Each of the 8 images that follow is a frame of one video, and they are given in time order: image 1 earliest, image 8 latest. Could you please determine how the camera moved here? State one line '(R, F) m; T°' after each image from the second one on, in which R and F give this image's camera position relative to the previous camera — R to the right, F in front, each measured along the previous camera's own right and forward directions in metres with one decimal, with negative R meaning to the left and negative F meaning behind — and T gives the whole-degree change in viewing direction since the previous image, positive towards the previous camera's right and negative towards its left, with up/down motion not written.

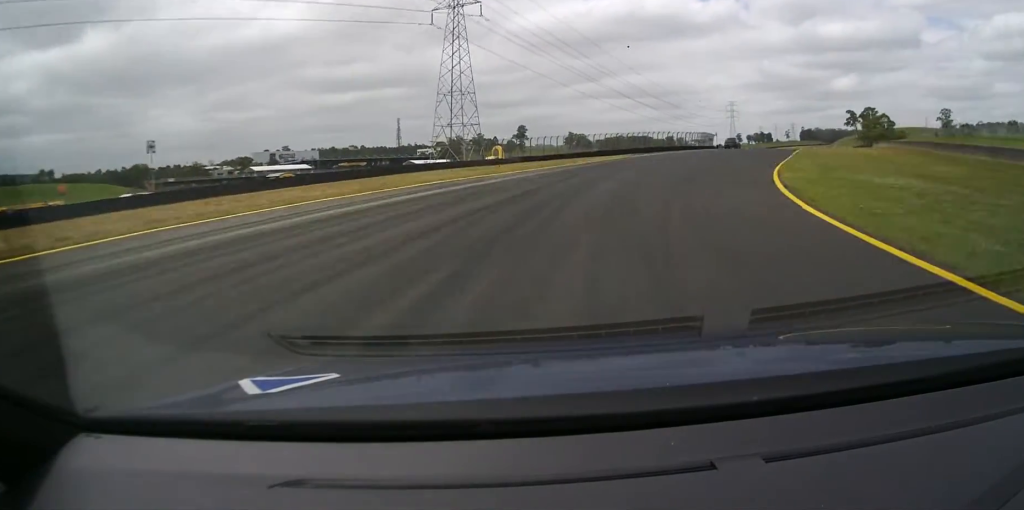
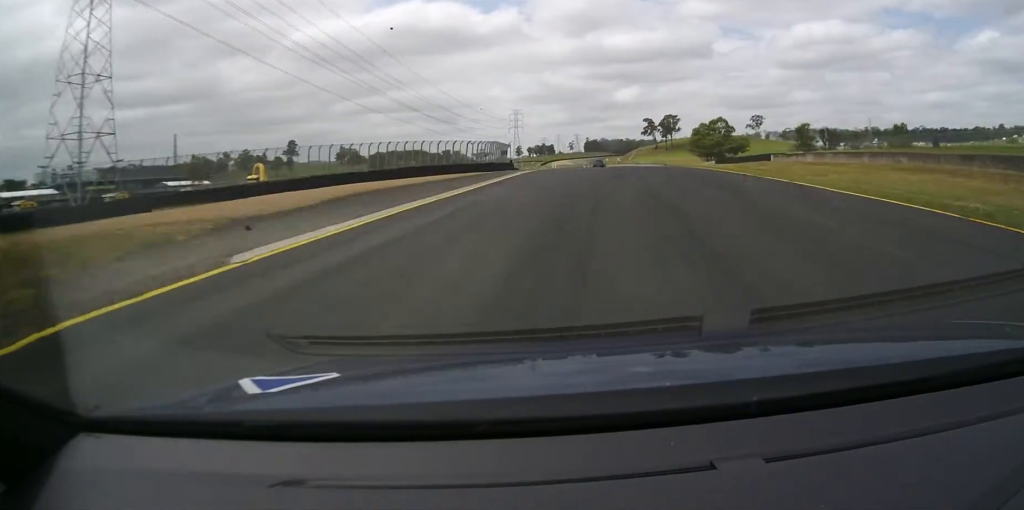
(+9.0, +44.4) m; +16°
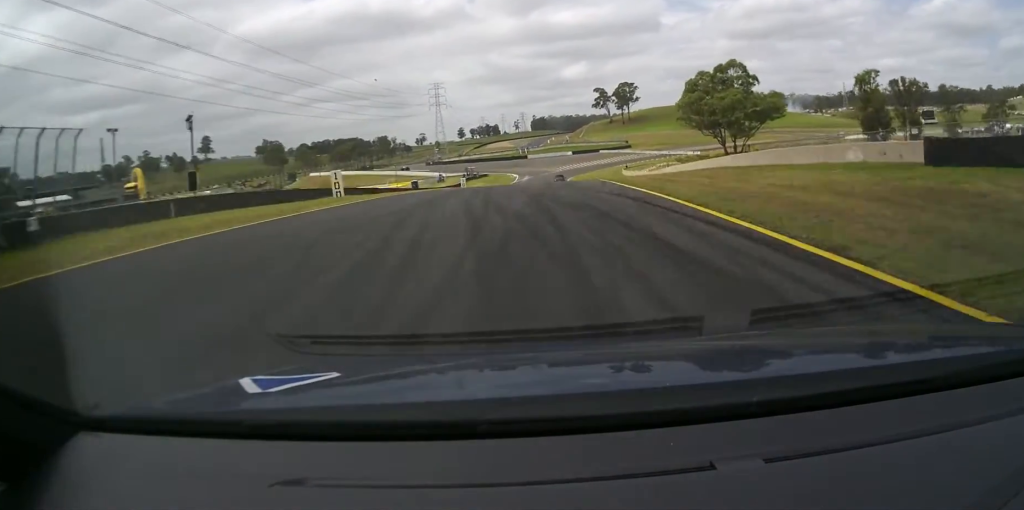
(+0.9, +79.6) m; -1°
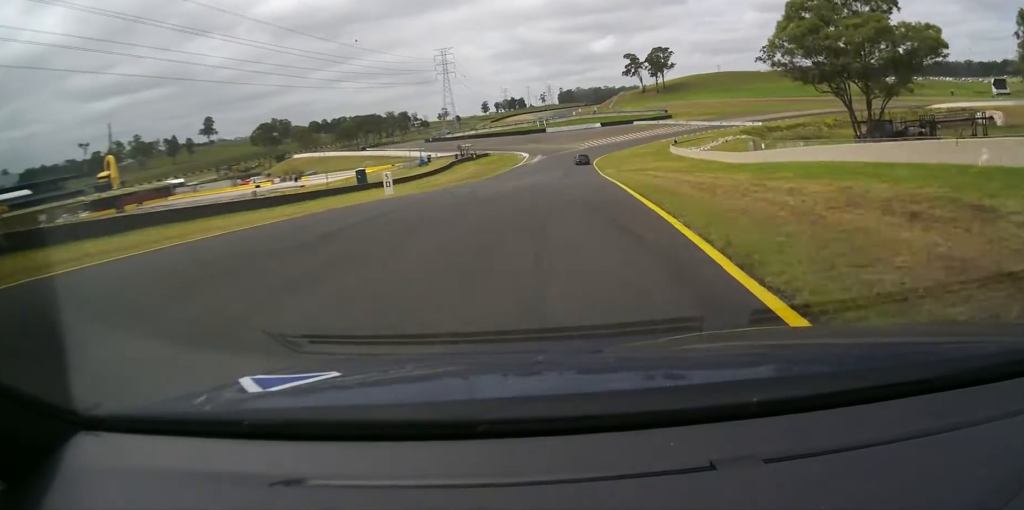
(-1.2, +41.5) m; -1°
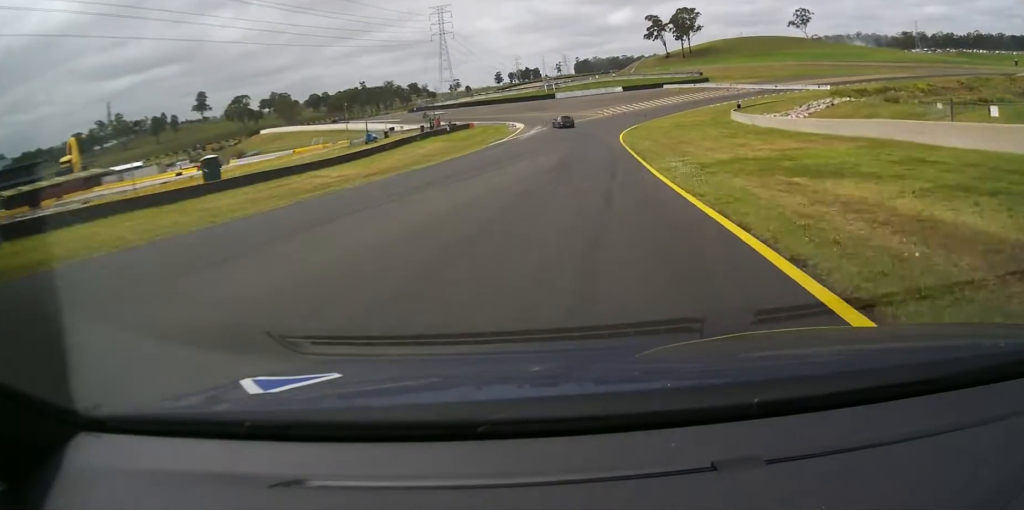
(+0.5, +34.9) m; -1°
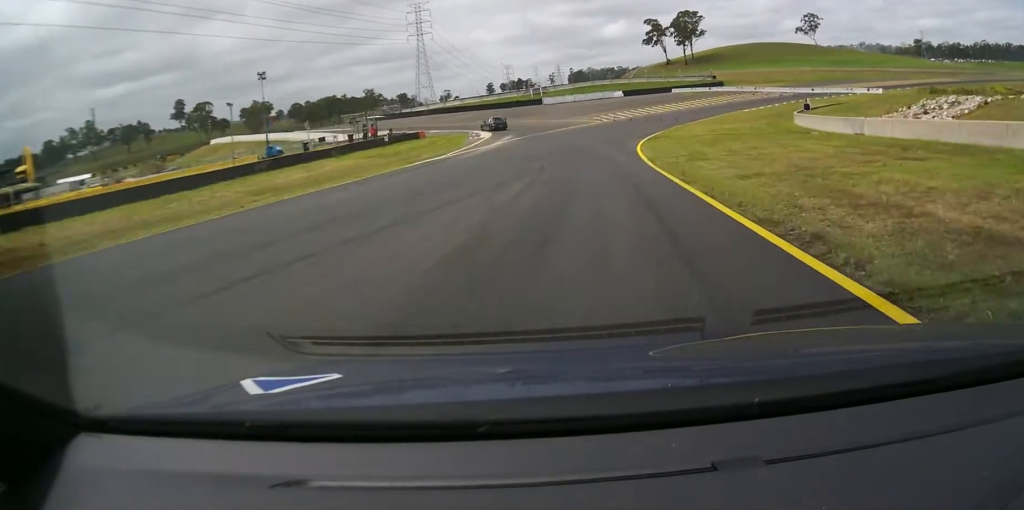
(-0.6, +23.6) m; -1°
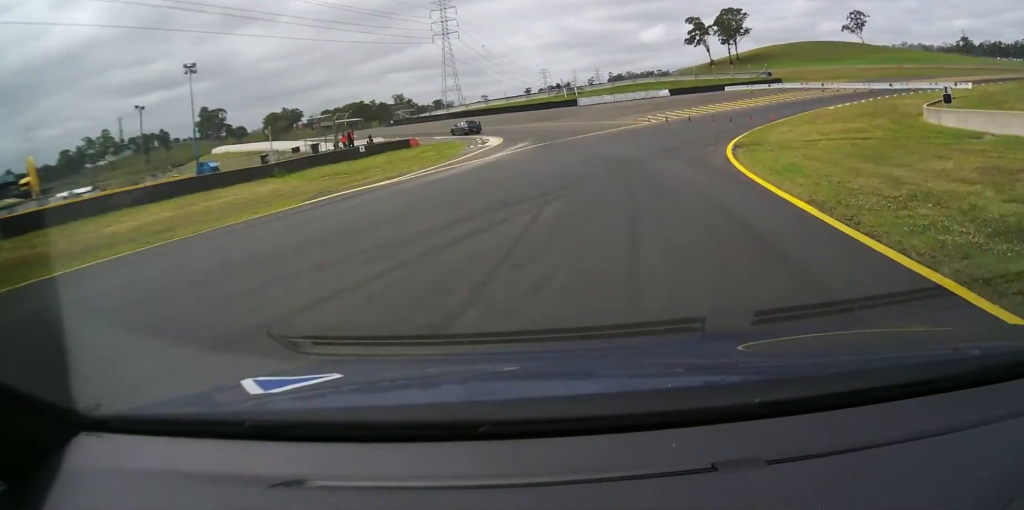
(-0.2, +16.1) m; -1°
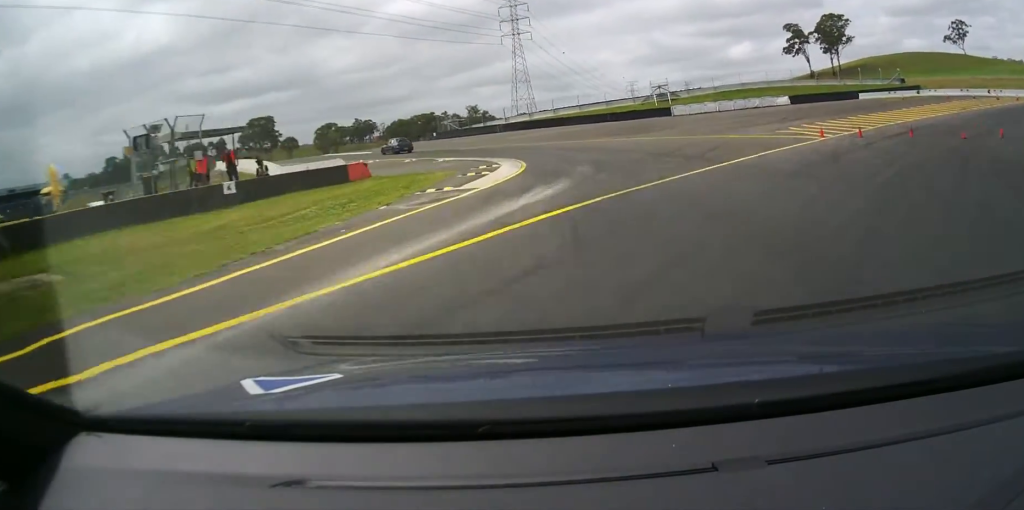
(0.0, +26.5) m; -2°
